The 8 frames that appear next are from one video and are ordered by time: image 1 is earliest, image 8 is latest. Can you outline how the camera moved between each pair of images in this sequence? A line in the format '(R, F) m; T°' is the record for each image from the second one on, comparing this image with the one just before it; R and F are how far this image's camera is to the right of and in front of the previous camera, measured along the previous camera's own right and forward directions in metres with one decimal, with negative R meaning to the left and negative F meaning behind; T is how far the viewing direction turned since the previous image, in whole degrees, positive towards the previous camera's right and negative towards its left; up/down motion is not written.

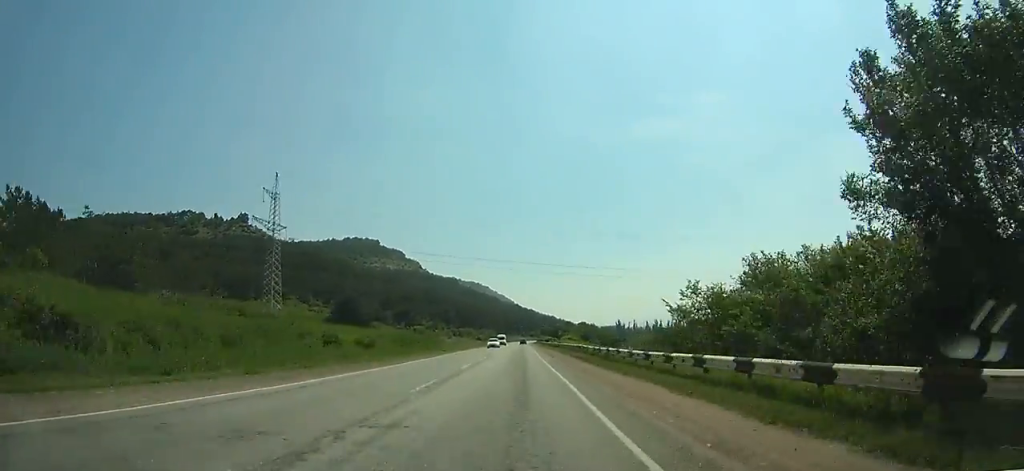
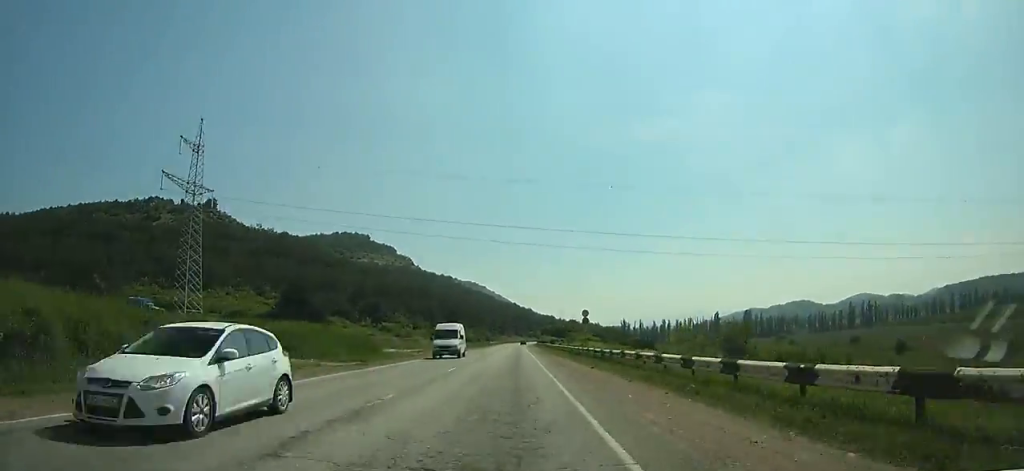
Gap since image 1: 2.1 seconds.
(-0.1, +38.7) m; 0°
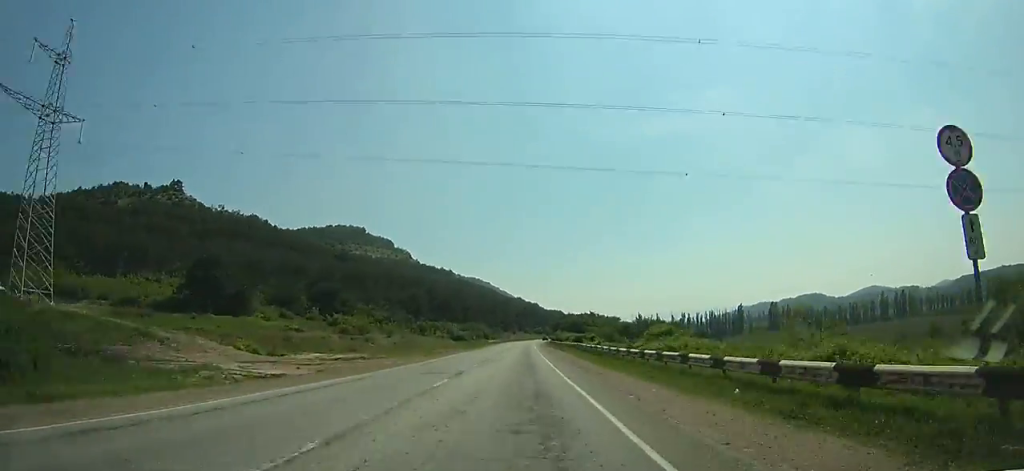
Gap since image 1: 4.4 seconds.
(0.0, +42.5) m; 0°
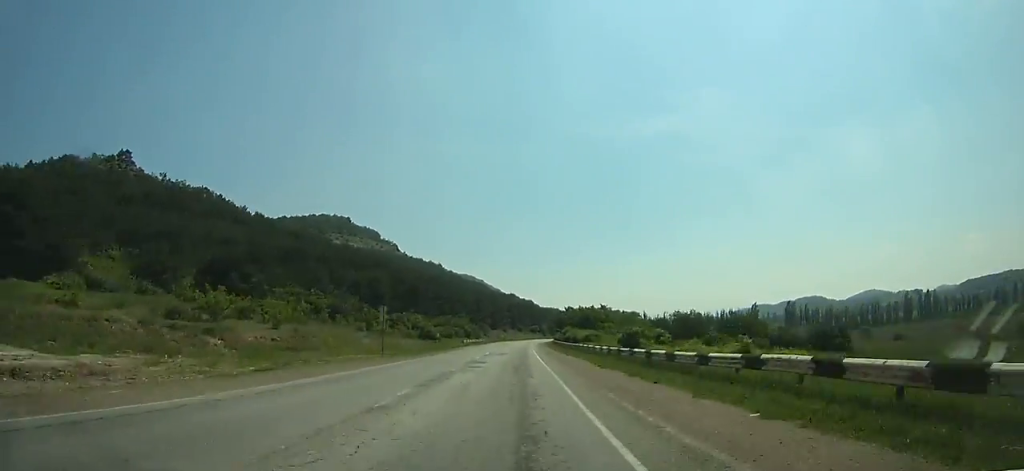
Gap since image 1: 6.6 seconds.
(-0.2, +40.7) m; 0°
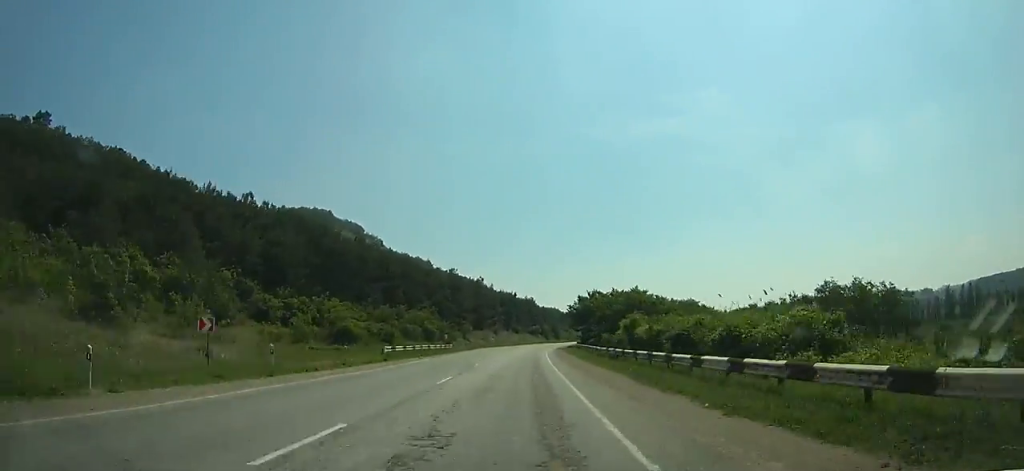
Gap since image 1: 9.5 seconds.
(+0.2, +53.6) m; +1°
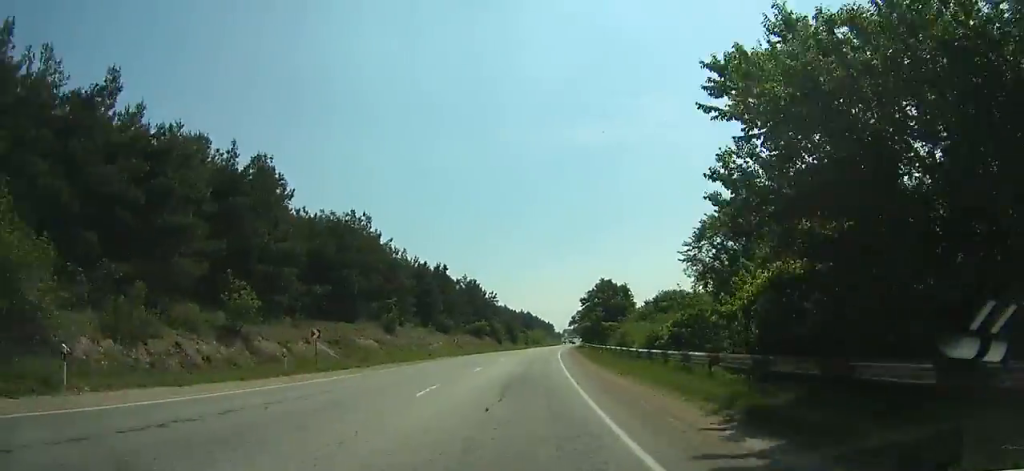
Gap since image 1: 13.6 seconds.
(+2.3, +75.8) m; +5°
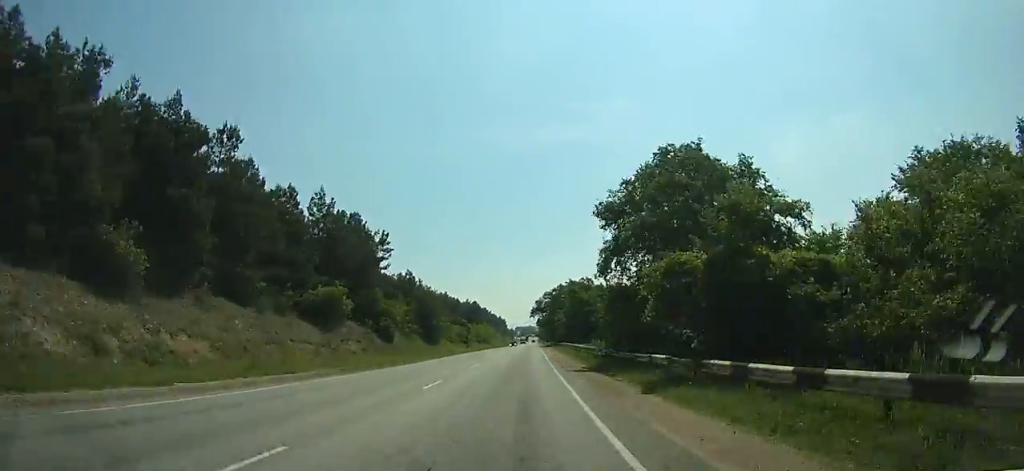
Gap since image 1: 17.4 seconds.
(+4.3, +70.7) m; +5°
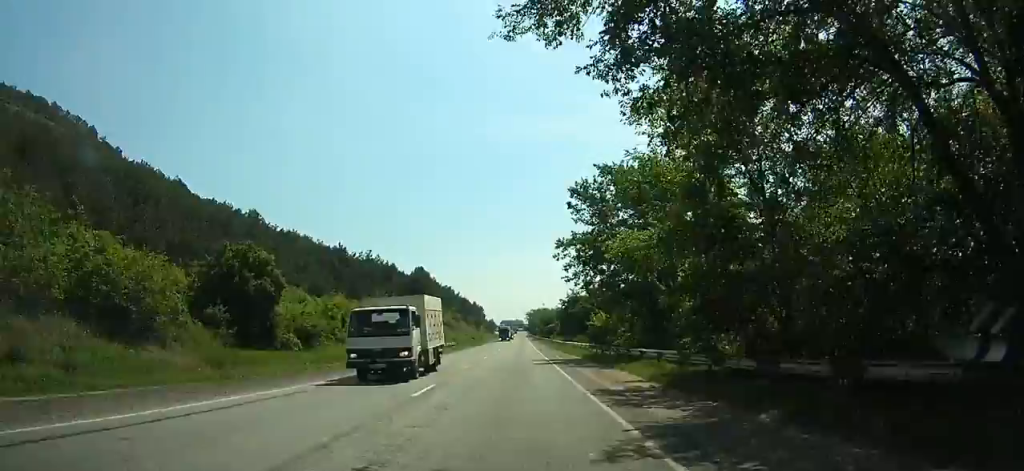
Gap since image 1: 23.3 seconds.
(+1.8, +110.8) m; +1°
